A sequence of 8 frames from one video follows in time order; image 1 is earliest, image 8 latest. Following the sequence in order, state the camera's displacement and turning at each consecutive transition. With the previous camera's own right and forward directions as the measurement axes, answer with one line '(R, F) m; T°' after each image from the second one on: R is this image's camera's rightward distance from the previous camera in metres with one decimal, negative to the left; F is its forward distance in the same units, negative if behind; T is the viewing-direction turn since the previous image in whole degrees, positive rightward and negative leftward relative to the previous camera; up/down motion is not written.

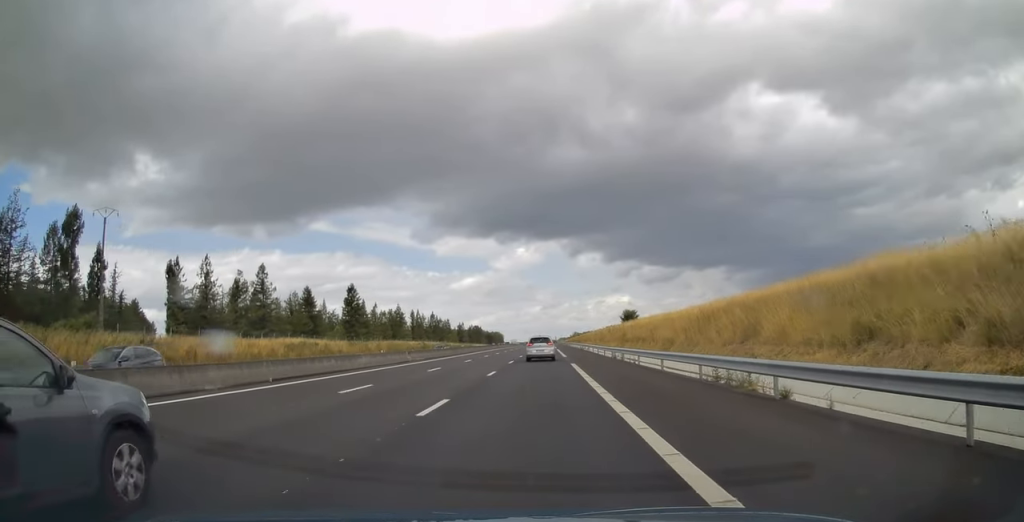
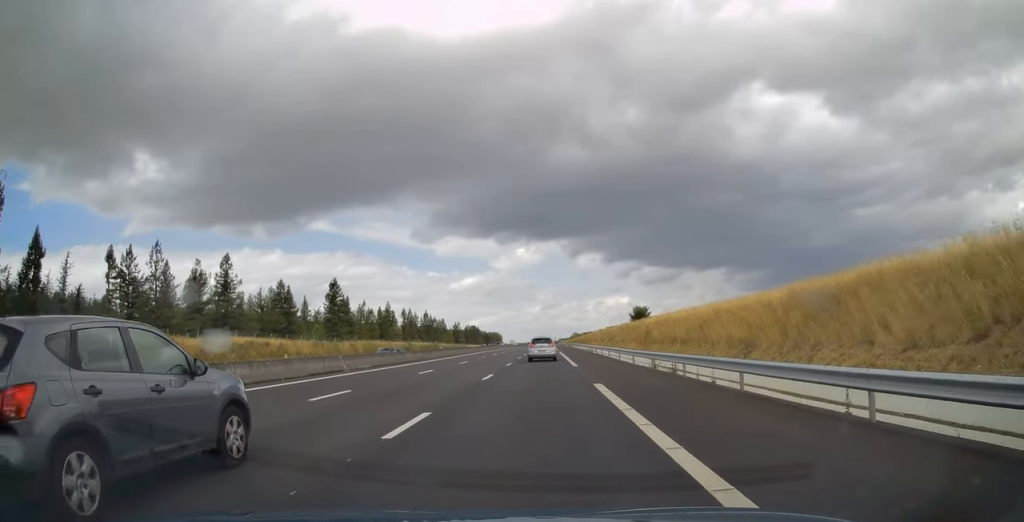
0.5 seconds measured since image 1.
(0.0, +17.0) m; 0°
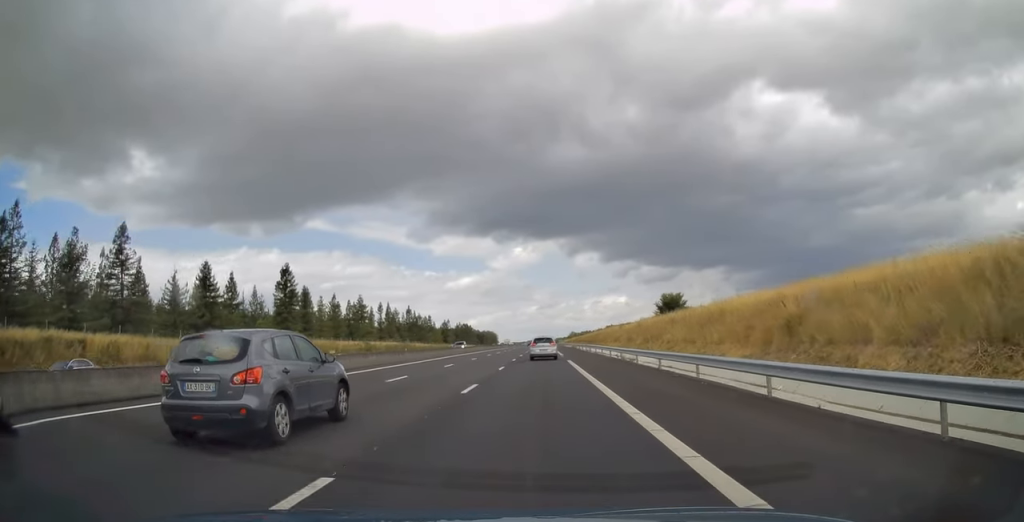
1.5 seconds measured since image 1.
(0.0, +29.4) m; 0°
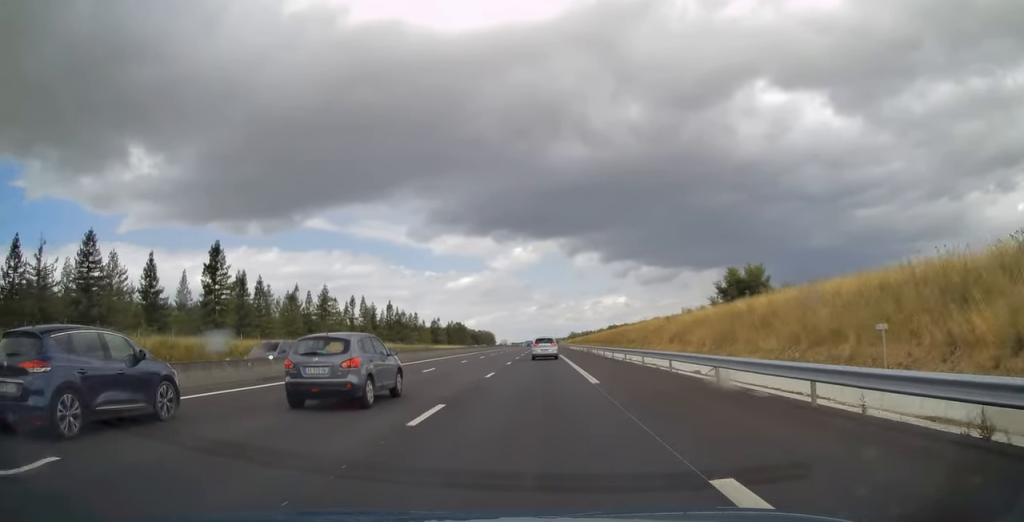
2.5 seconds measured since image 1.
(+0.1, +30.0) m; 0°
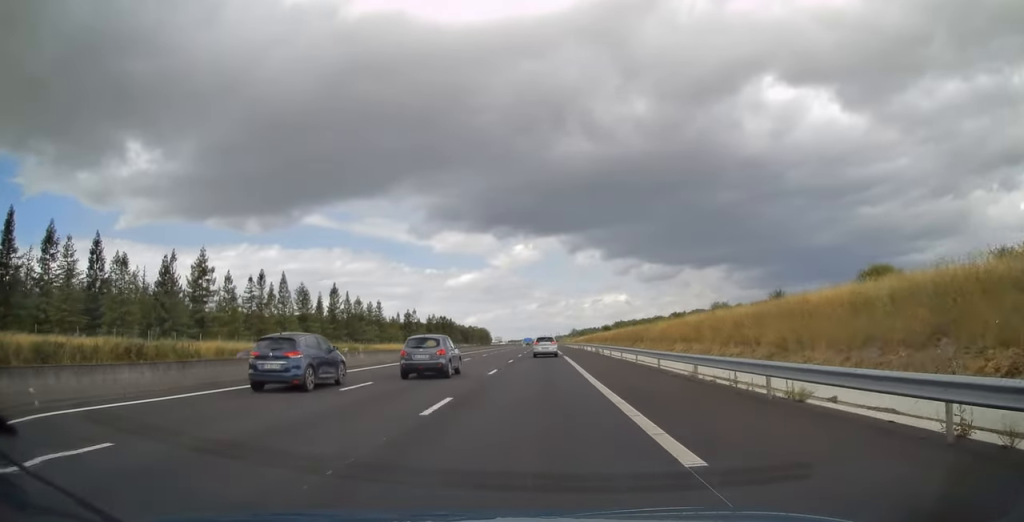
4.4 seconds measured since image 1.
(-0.1, +63.0) m; 0°
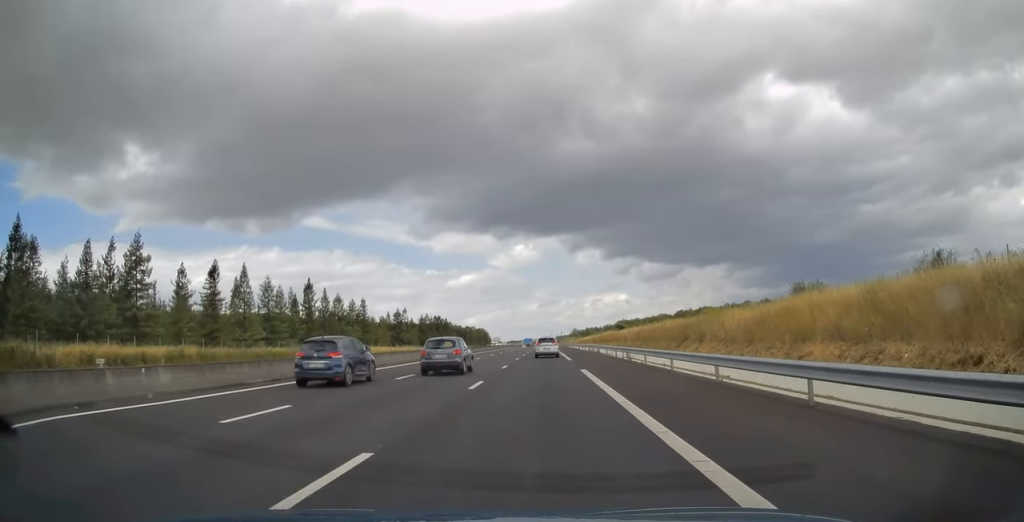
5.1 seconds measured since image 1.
(0.0, +20.5) m; 0°
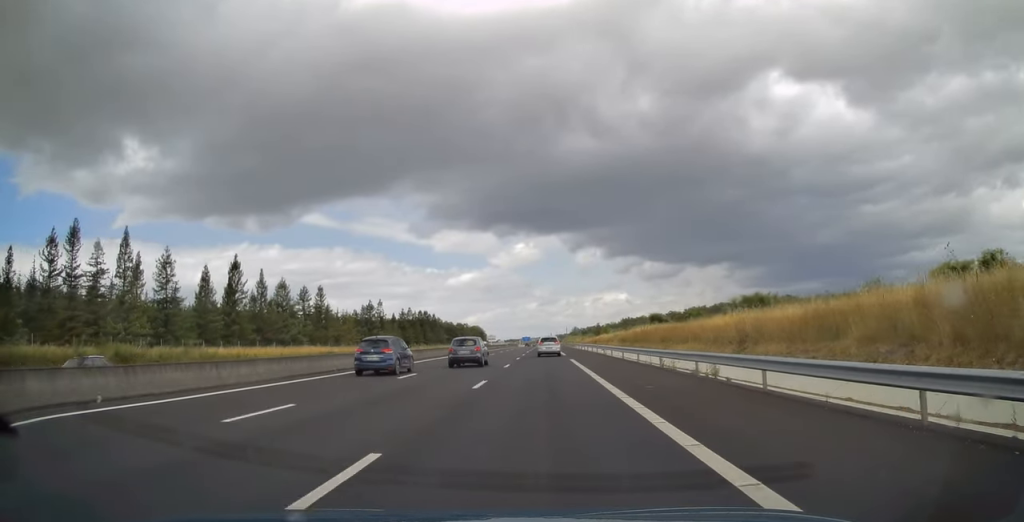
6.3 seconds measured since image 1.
(0.0, +41.3) m; 0°
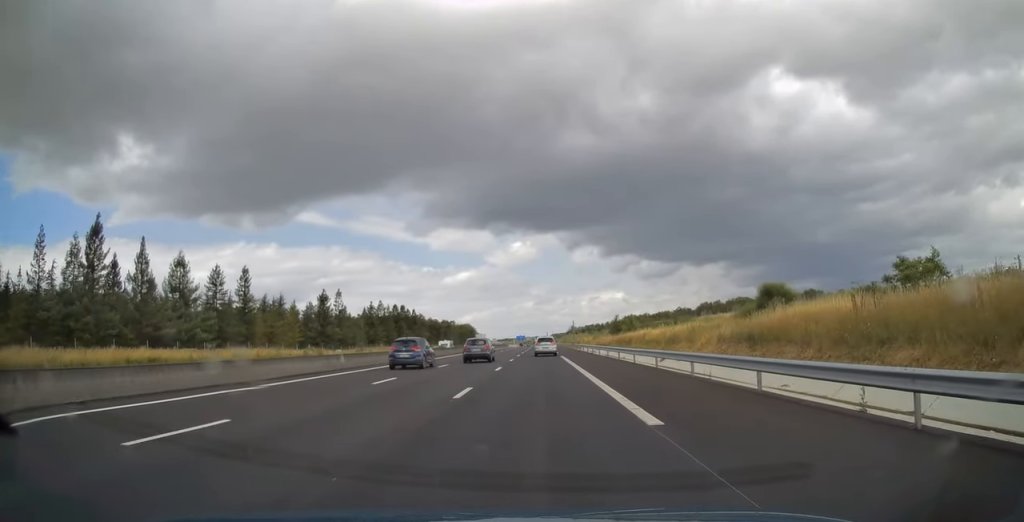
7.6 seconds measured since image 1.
(+0.2, +45.6) m; 0°
